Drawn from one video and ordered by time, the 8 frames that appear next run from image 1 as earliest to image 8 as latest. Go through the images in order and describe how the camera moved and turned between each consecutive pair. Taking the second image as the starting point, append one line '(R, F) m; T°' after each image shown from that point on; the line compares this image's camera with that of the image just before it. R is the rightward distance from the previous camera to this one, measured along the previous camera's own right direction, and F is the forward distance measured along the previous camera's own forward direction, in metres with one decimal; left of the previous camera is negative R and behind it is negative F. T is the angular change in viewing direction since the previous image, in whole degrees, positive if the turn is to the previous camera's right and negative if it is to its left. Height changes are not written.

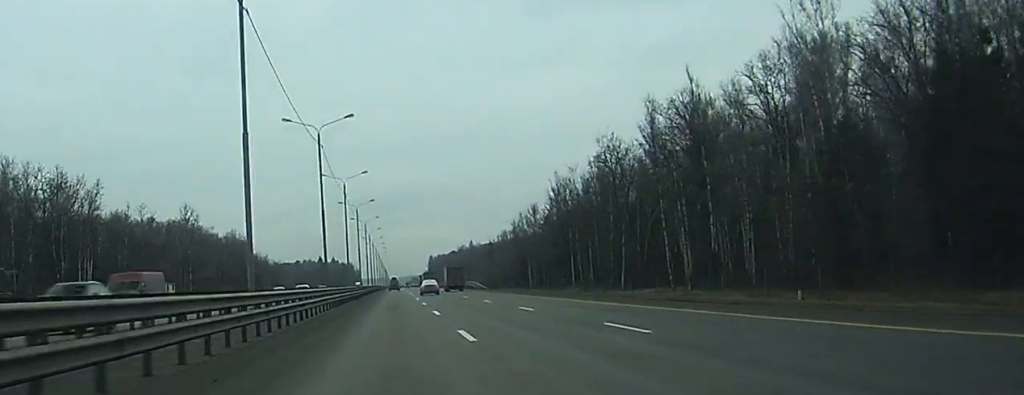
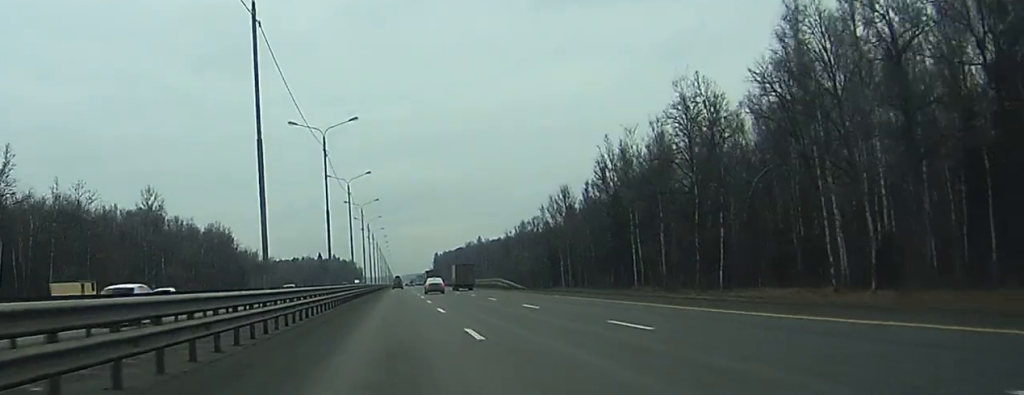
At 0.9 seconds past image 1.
(0.0, +31.7) m; 0°
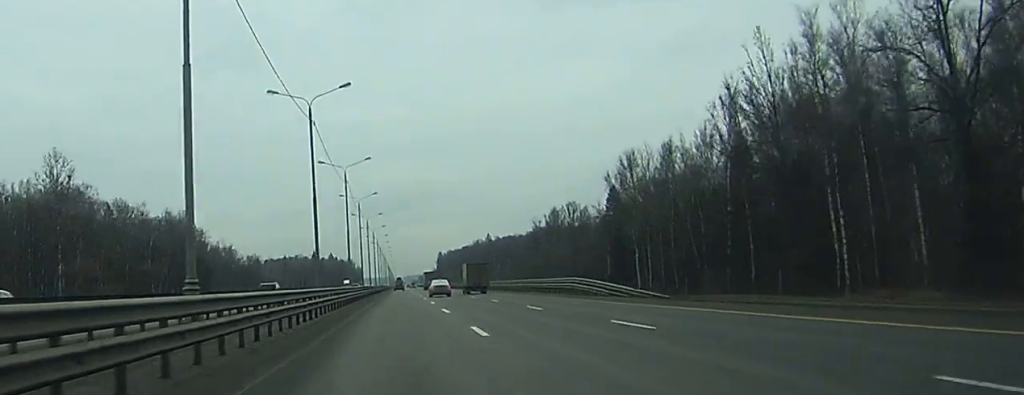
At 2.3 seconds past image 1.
(-0.1, +46.3) m; 0°
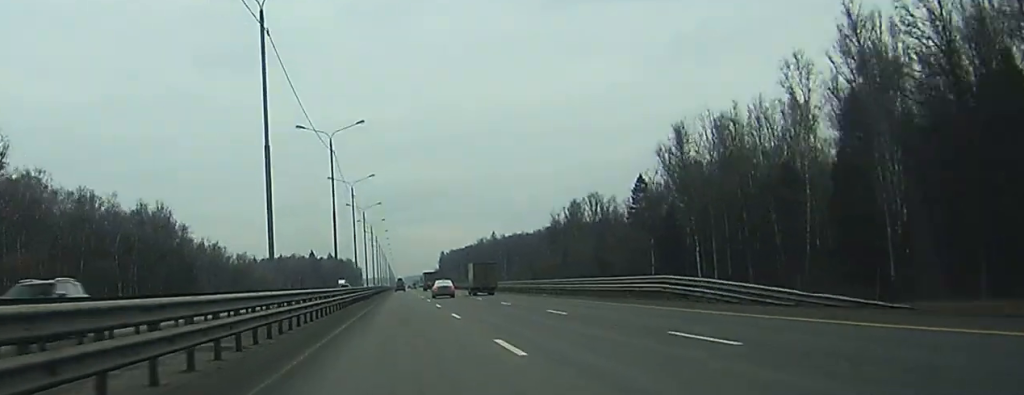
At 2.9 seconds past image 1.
(0.0, +20.3) m; 0°
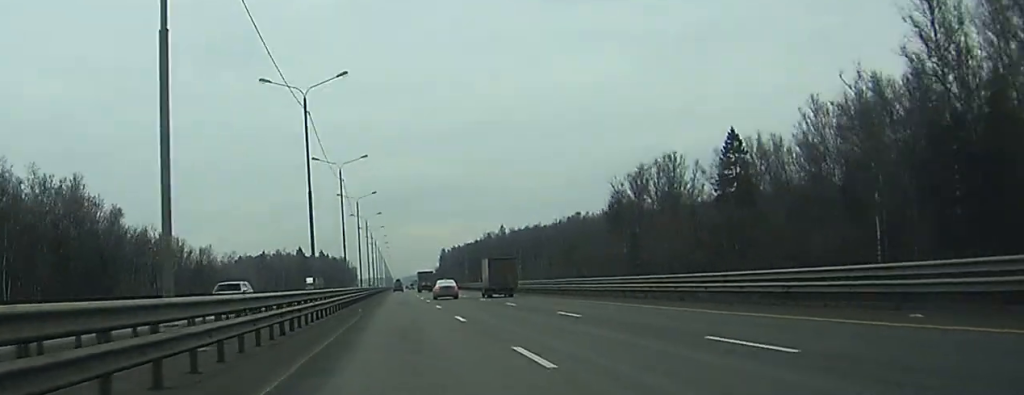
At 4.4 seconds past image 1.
(+0.2, +50.6) m; 0°
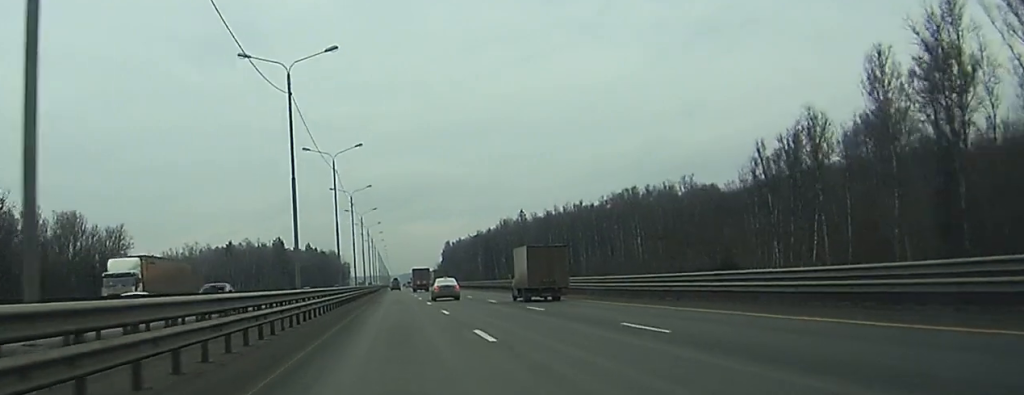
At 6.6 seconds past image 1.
(-0.4, +73.7) m; -1°
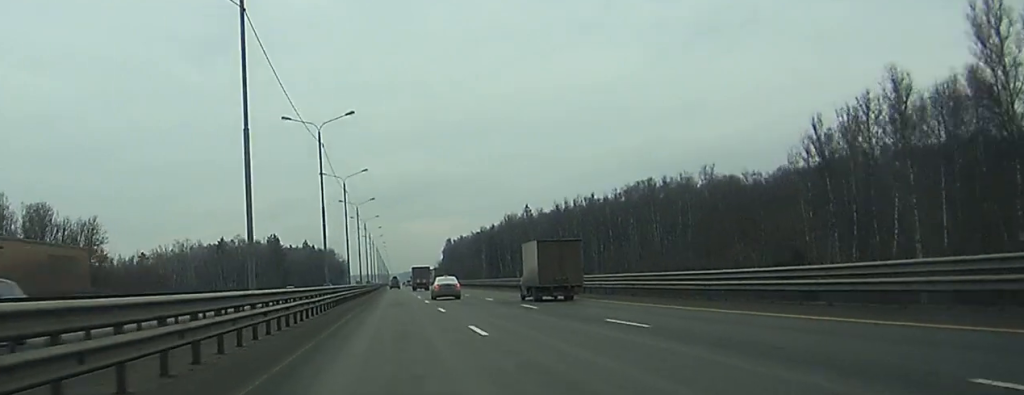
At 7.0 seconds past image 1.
(0.0, +14.5) m; 0°
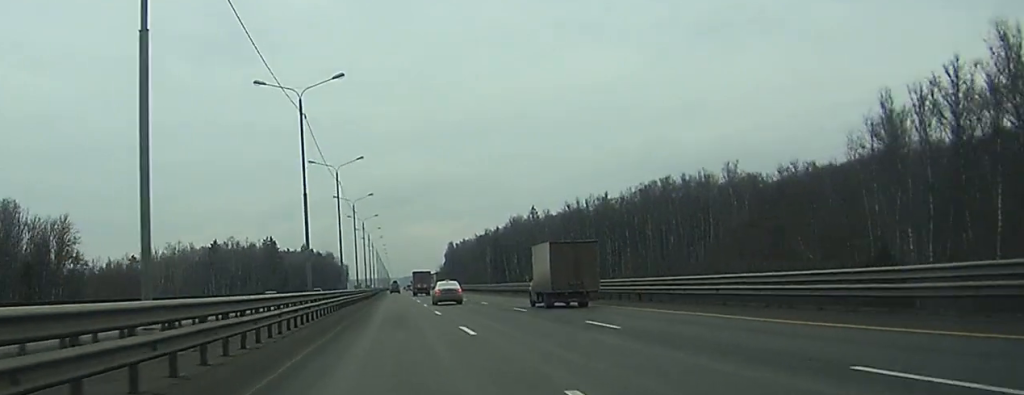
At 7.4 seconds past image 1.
(0.0, +13.4) m; 0°
